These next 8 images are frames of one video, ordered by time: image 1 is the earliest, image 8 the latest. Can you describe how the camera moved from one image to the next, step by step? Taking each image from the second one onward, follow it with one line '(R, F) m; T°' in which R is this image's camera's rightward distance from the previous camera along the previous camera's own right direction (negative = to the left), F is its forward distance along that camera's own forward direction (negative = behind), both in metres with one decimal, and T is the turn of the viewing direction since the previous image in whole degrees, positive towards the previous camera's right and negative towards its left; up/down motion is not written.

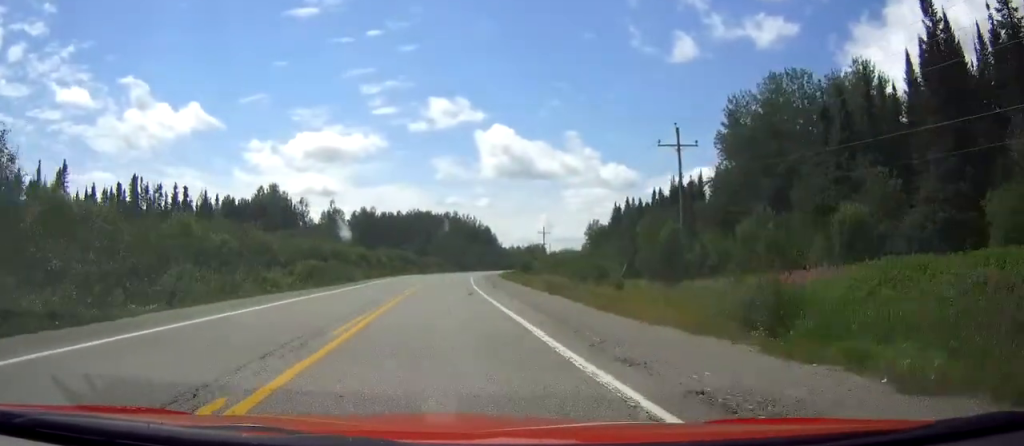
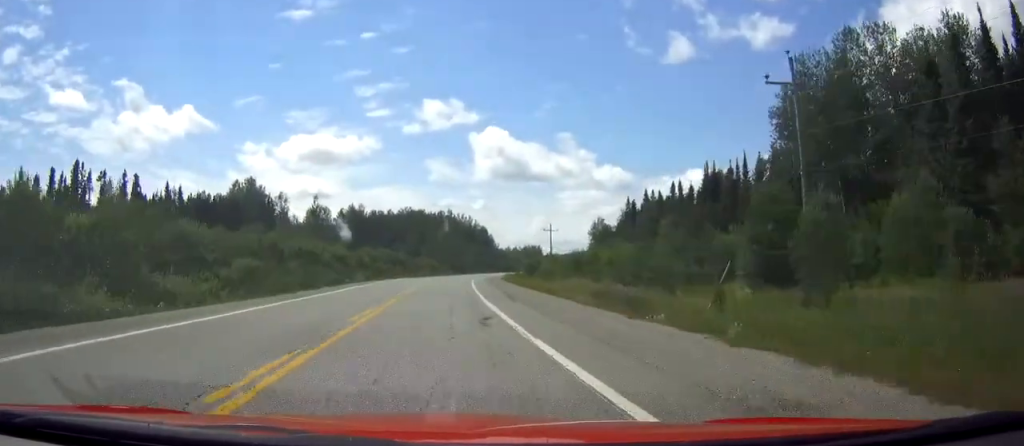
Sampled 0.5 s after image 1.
(0.0, +14.9) m; 0°
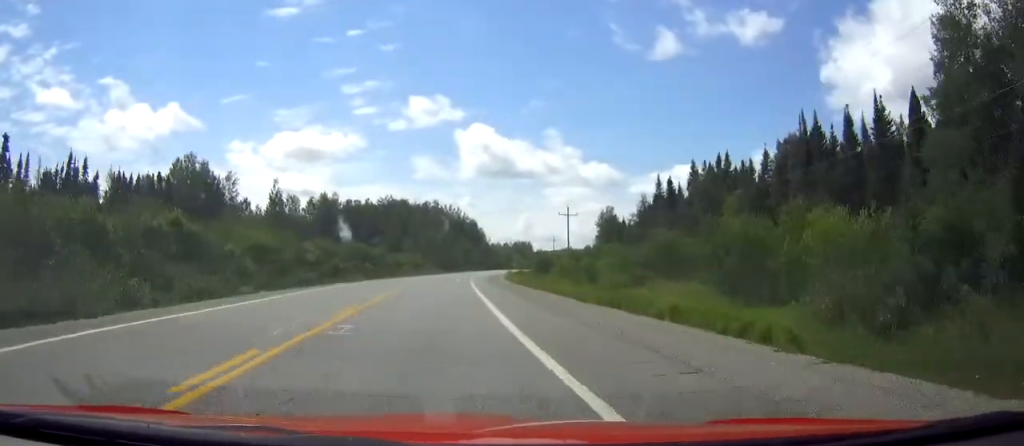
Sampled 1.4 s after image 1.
(+0.1, +26.7) m; +1°
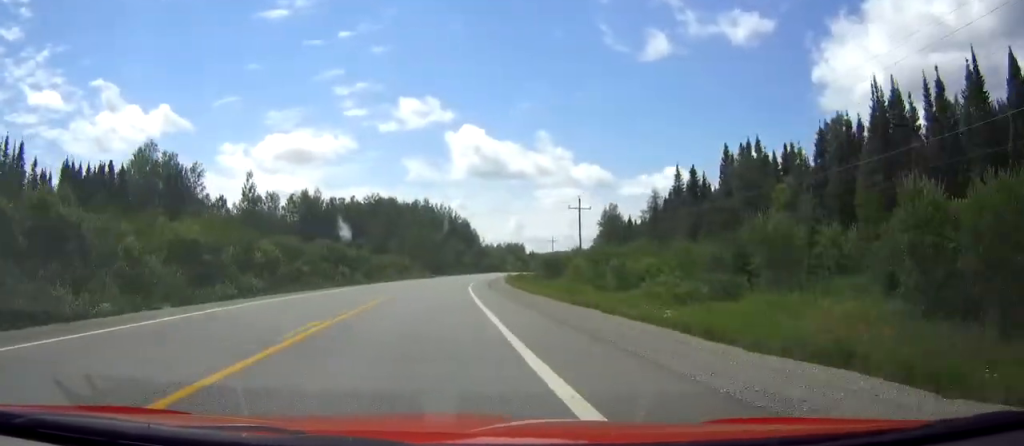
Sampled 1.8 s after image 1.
(+0.1, +12.8) m; +1°
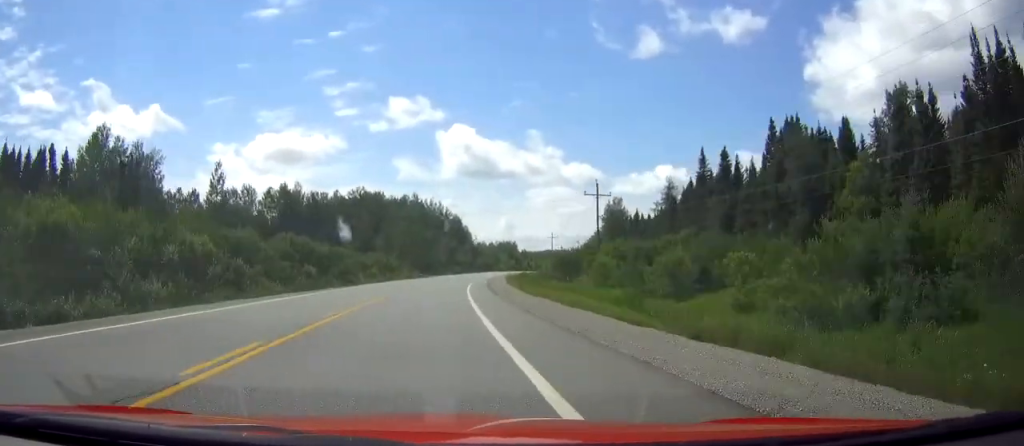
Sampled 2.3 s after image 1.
(+0.1, +12.8) m; +1°
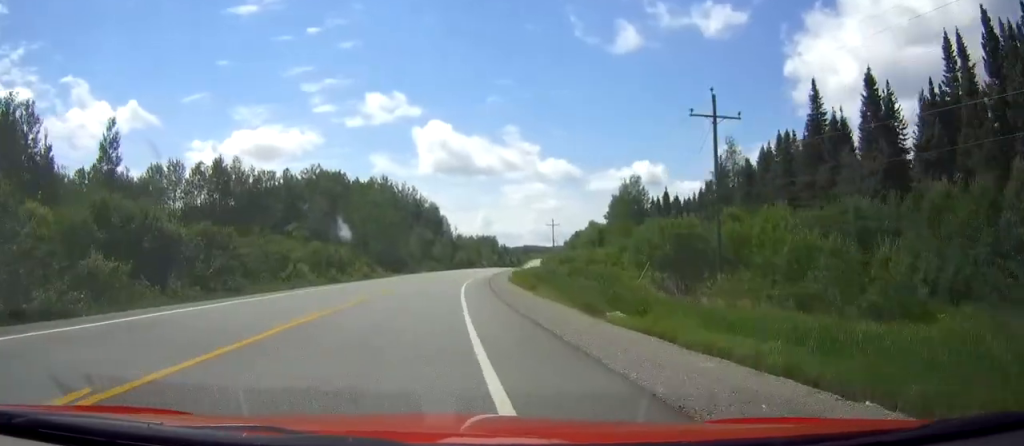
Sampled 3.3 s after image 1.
(+0.6, +31.5) m; +2°
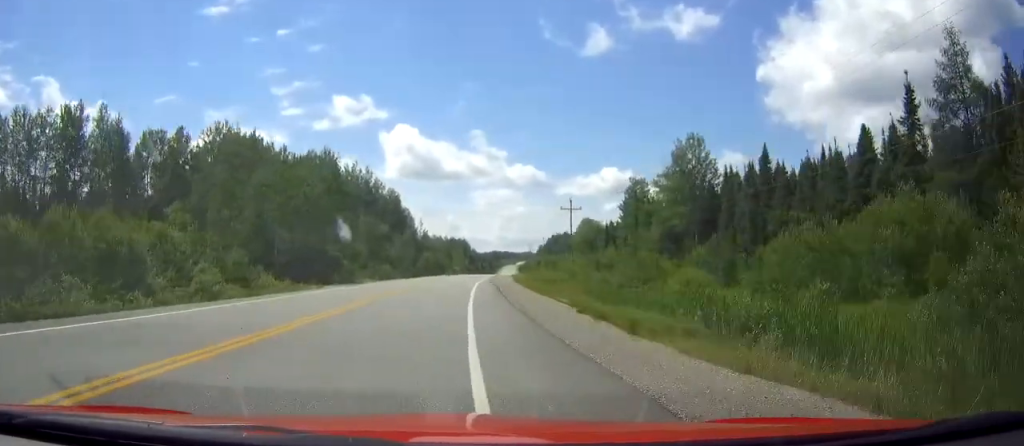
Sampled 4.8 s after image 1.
(+0.9, +43.7) m; +2°
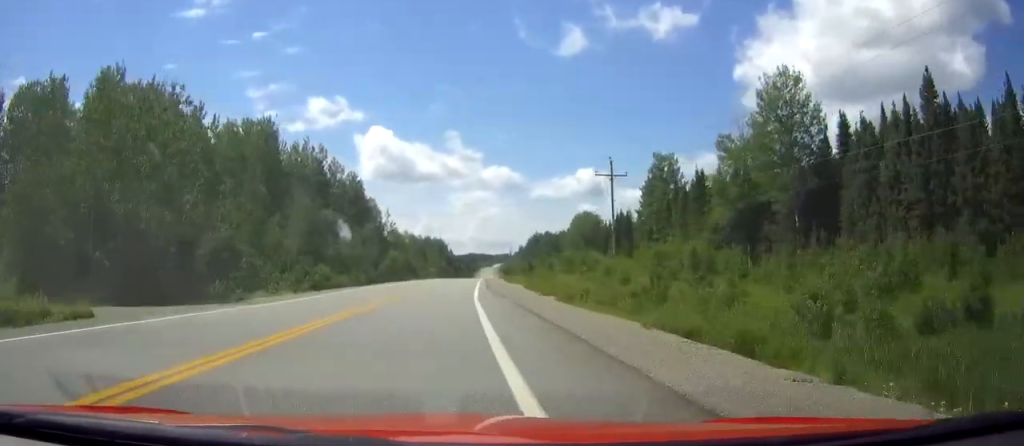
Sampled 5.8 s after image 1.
(+0.3, +29.1) m; +2°
